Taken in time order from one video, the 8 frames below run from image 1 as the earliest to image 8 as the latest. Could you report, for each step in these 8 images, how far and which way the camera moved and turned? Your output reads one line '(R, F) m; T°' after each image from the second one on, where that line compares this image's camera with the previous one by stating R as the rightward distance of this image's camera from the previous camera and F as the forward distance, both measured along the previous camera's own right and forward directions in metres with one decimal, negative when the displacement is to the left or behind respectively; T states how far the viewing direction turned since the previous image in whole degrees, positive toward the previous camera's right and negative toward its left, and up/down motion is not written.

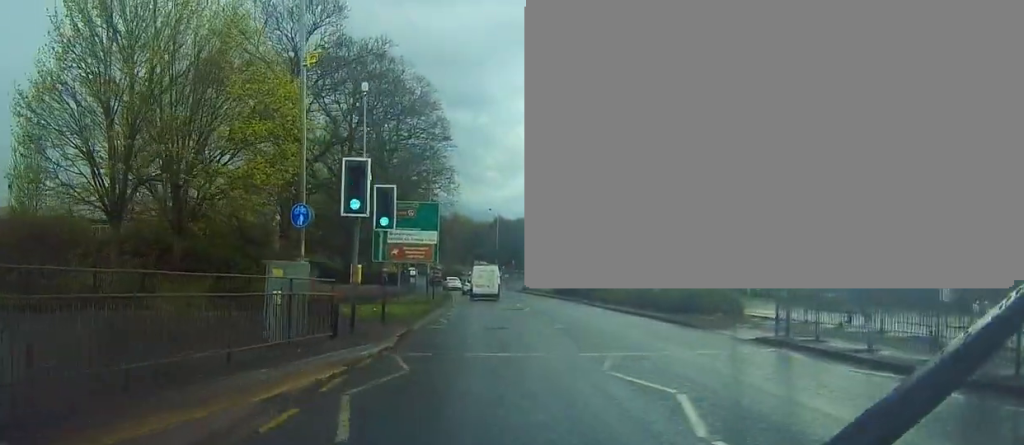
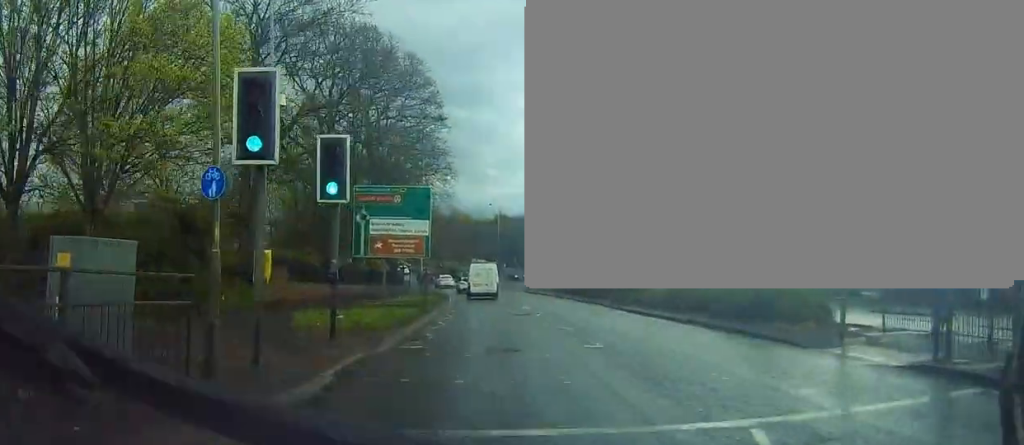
(-0.2, +6.1) m; 0°
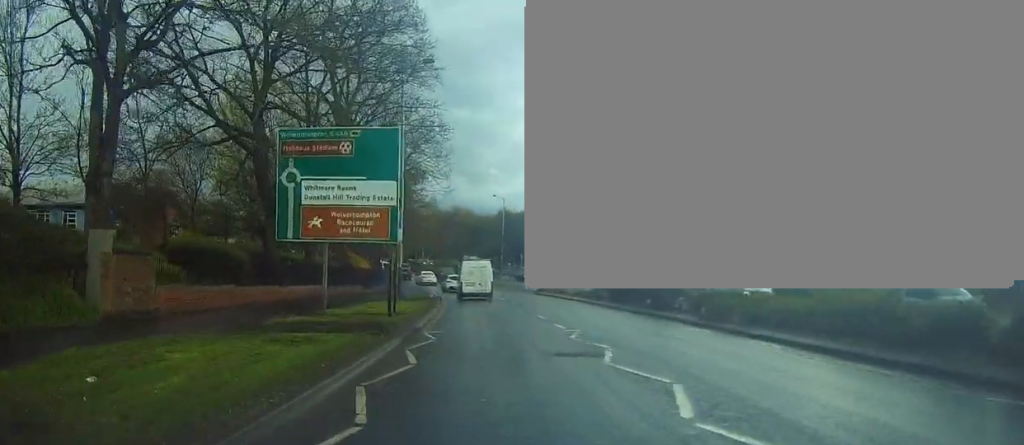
(+0.2, +12.9) m; 0°
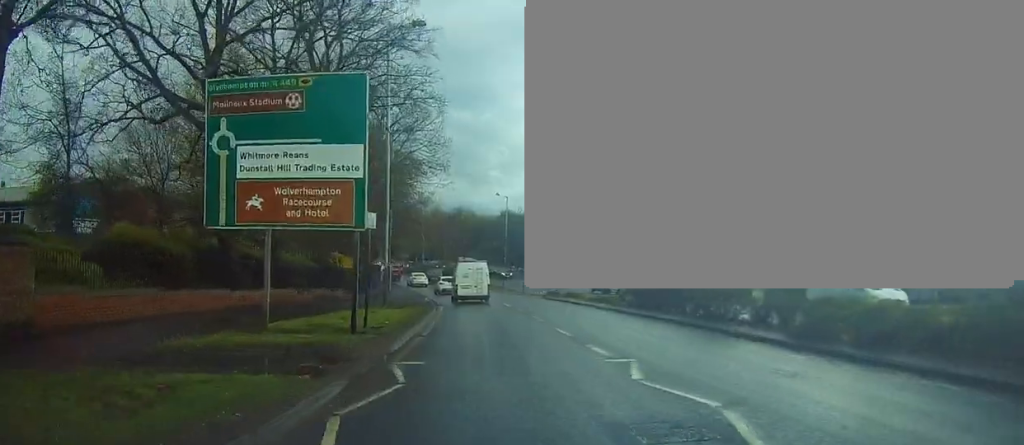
(-0.1, +5.8) m; 0°
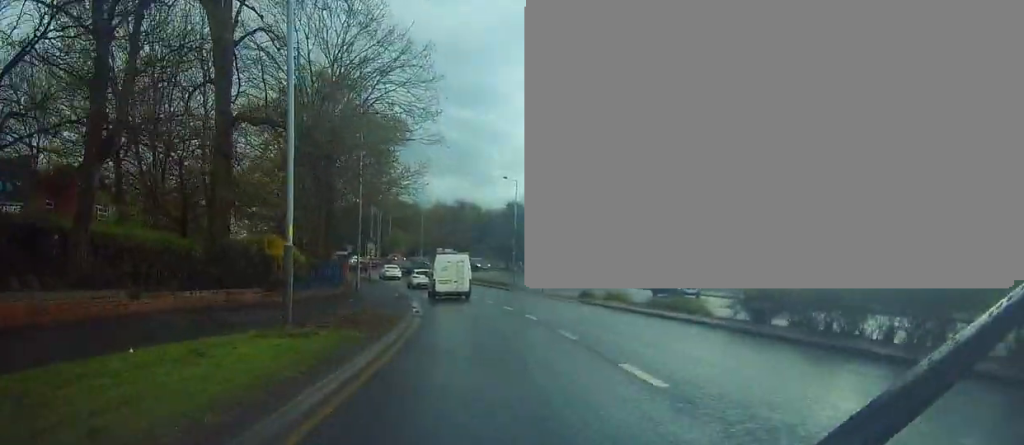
(-0.2, +14.7) m; 0°
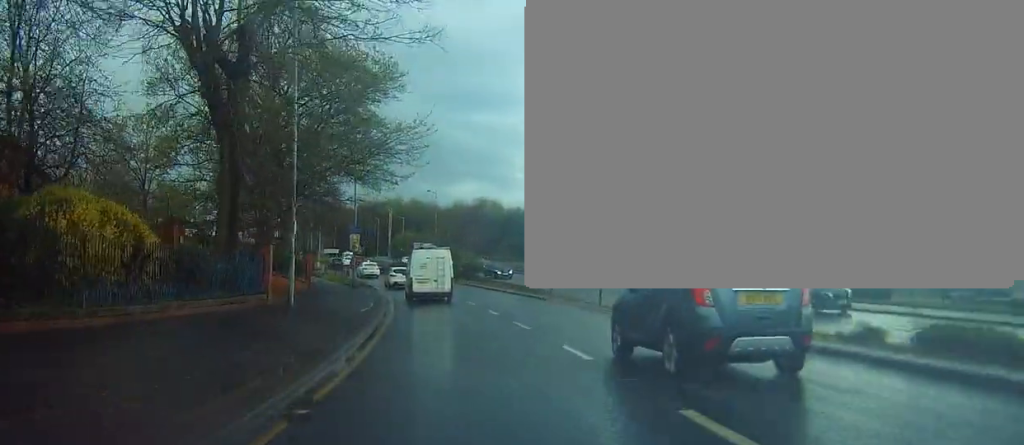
(0.0, +15.8) m; 0°
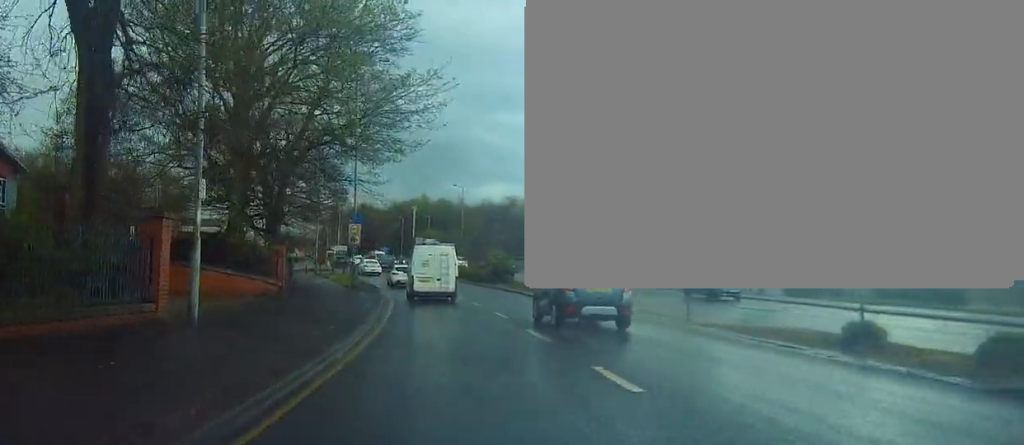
(0.0, +9.0) m; -2°
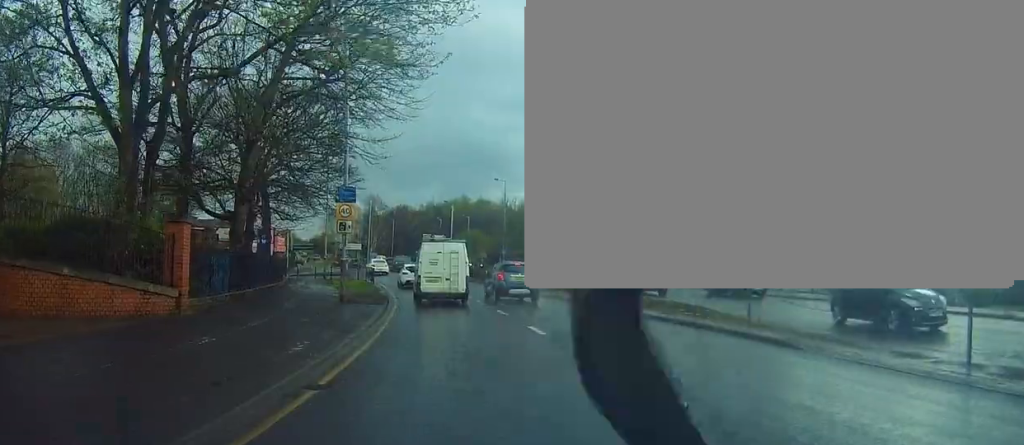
(-0.5, +11.8) m; -3°
